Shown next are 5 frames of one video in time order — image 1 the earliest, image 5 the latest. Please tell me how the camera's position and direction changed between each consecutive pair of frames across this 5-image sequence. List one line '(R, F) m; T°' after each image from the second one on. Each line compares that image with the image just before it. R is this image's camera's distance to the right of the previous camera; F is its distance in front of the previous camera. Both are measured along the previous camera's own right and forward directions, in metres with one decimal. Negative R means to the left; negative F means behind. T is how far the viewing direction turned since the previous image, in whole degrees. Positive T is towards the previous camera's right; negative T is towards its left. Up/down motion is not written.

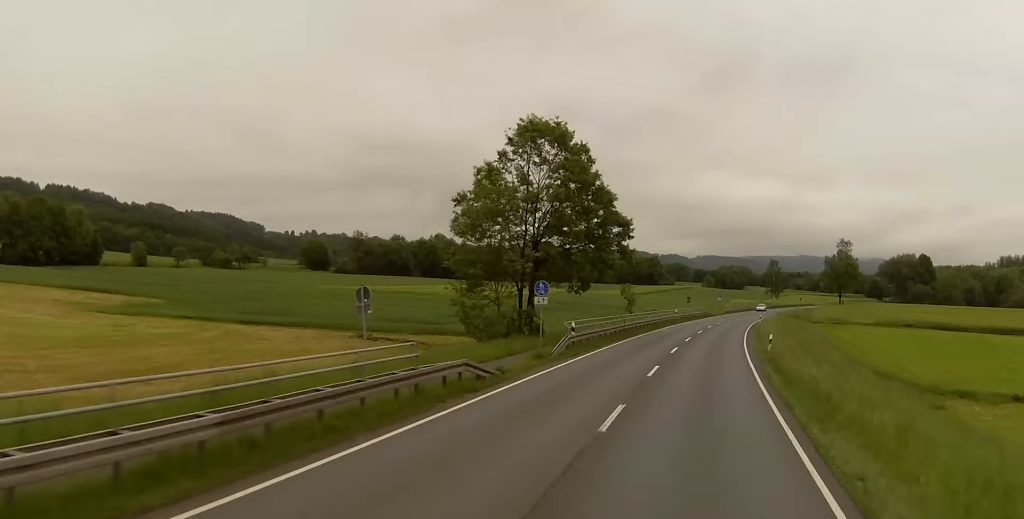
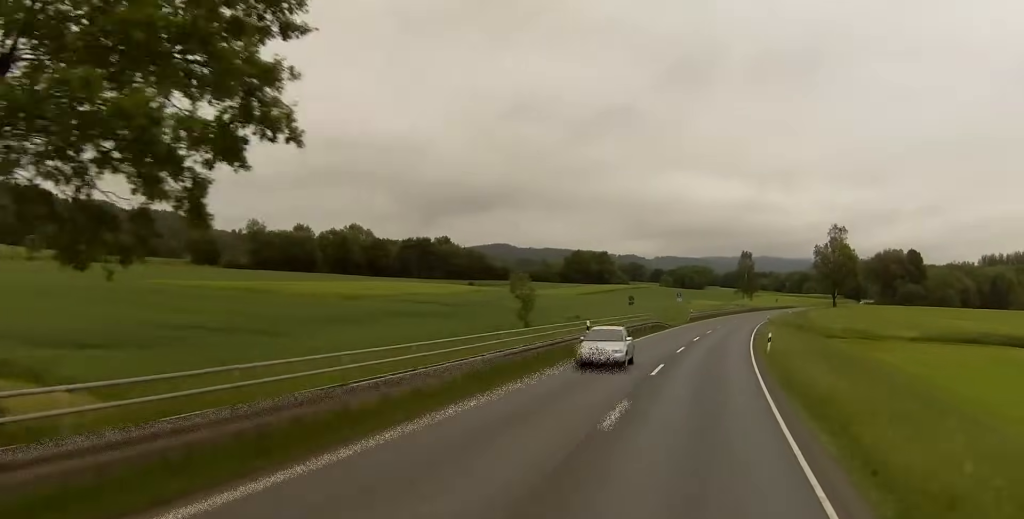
(+1.6, +47.0) m; +3°
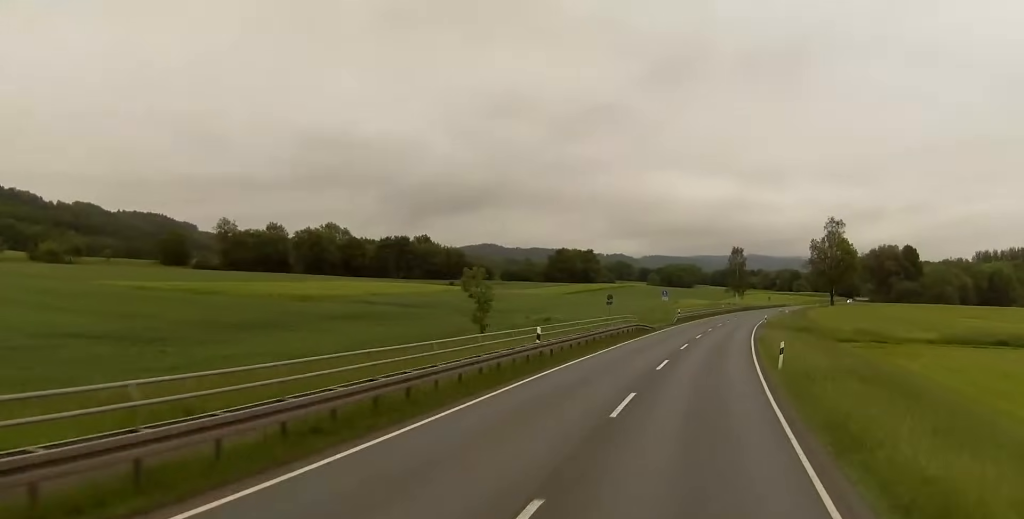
(-0.2, +10.3) m; 0°
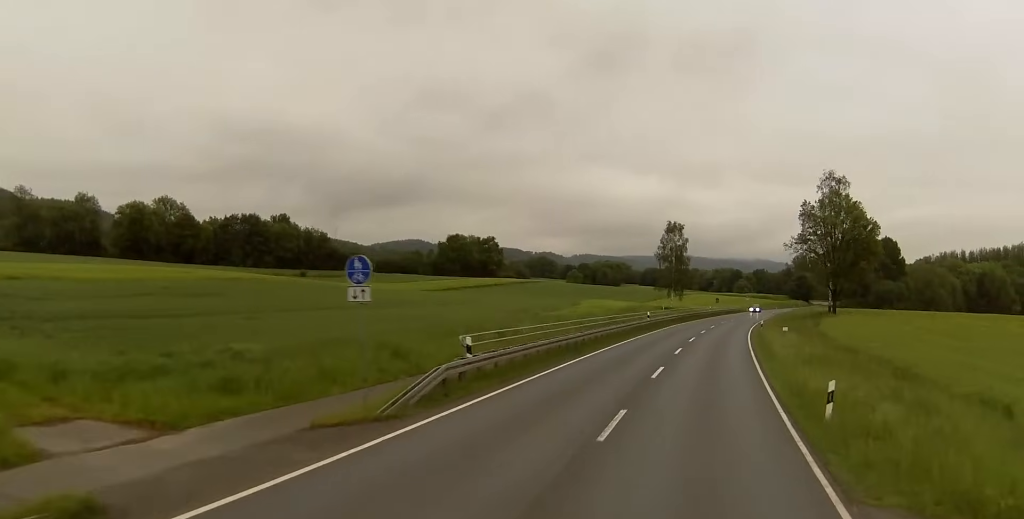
(+3.2, +62.7) m; +4°
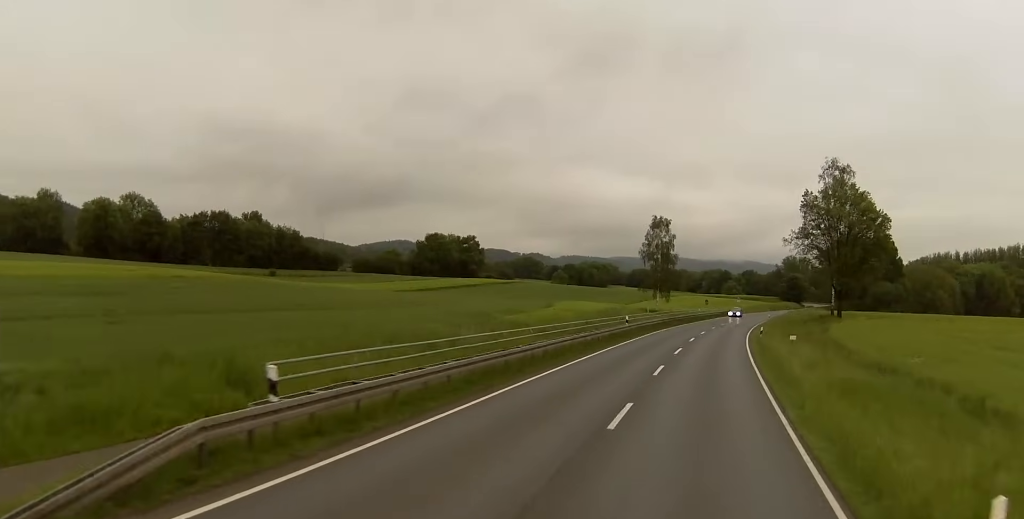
(+0.1, +10.6) m; +2°
